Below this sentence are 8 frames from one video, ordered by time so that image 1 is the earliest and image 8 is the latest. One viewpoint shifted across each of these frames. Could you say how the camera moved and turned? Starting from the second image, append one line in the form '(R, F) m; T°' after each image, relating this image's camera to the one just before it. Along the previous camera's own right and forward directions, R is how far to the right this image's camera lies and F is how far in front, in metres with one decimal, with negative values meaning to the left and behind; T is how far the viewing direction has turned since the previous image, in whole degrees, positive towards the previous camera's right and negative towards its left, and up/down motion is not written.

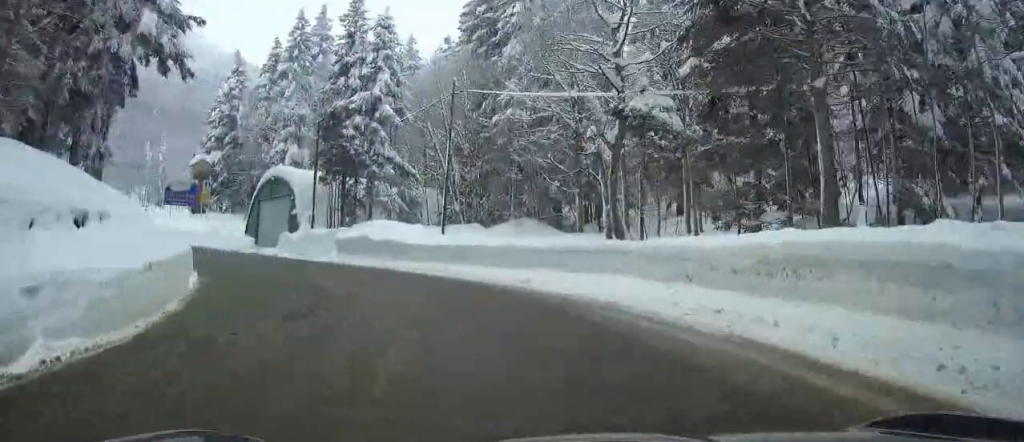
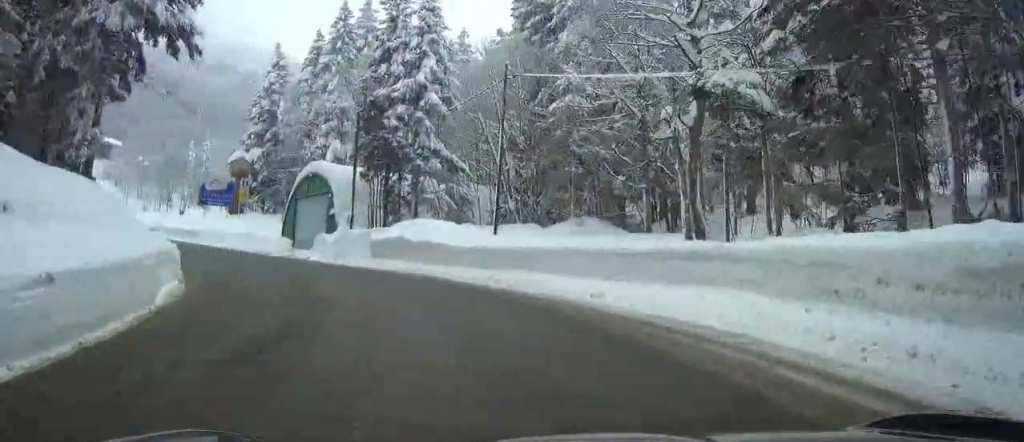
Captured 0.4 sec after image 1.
(0.0, +4.3) m; 0°
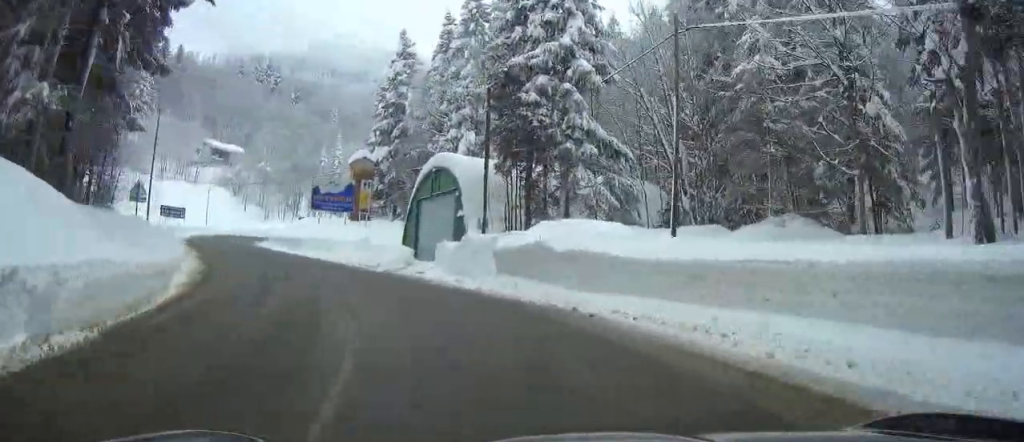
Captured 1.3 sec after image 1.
(0.0, +8.5) m; 0°
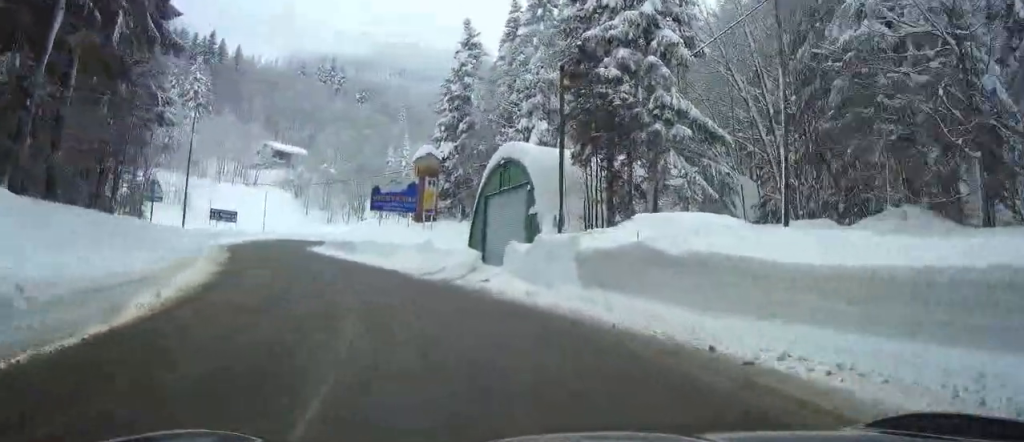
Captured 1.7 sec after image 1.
(0.0, +4.4) m; 0°
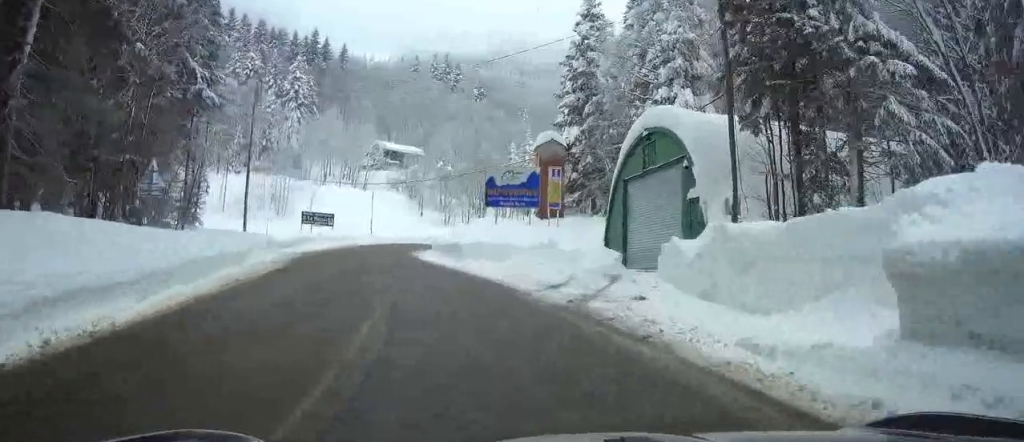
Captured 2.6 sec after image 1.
(0.0, +8.2) m; -2°
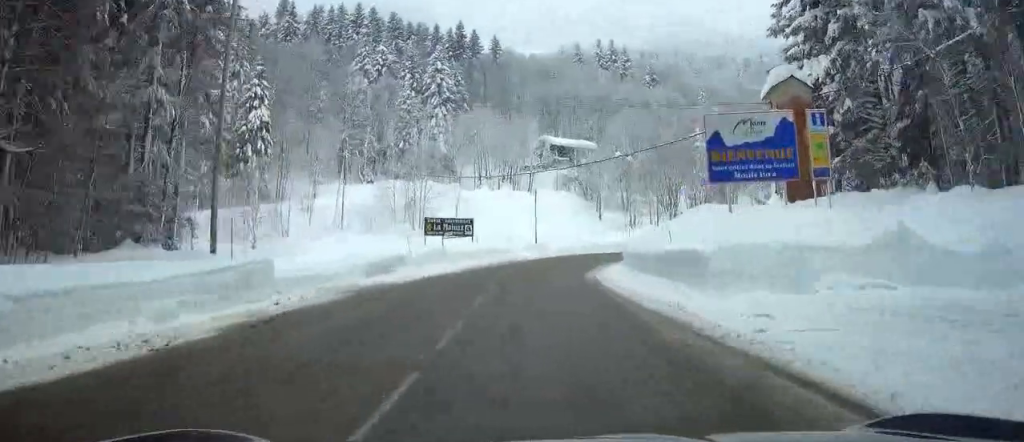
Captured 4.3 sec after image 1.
(-5.1, +16.8) m; -32°
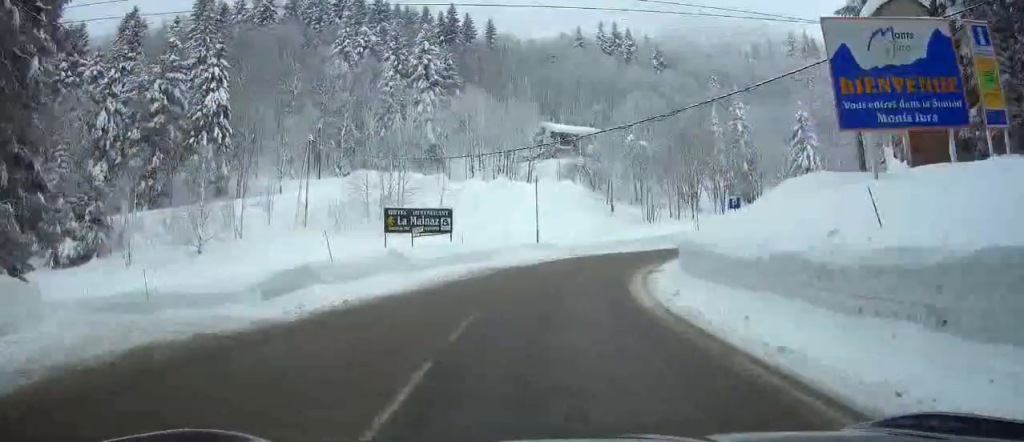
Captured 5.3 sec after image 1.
(-1.2, +12.0) m; -5°
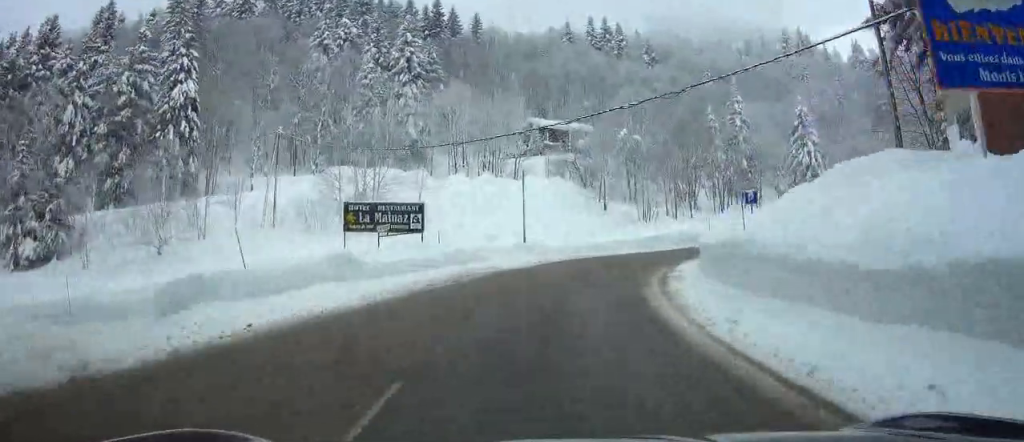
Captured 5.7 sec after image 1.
(0.0, +5.6) m; +1°
